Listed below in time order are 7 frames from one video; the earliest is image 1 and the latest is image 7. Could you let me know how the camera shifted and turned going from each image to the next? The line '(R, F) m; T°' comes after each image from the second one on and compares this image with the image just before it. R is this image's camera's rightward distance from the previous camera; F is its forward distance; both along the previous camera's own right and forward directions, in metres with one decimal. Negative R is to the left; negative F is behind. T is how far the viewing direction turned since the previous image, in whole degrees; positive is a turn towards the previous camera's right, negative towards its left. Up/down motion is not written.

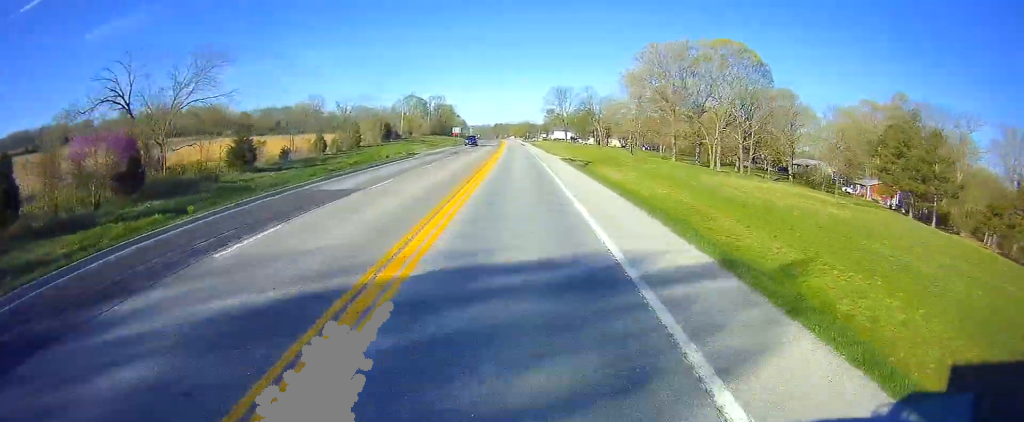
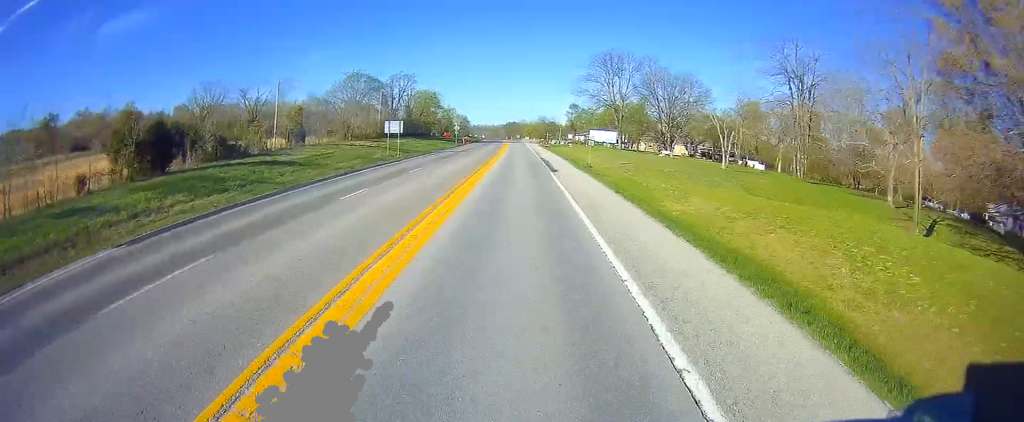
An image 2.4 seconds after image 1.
(-0.6, +75.6) m; -2°
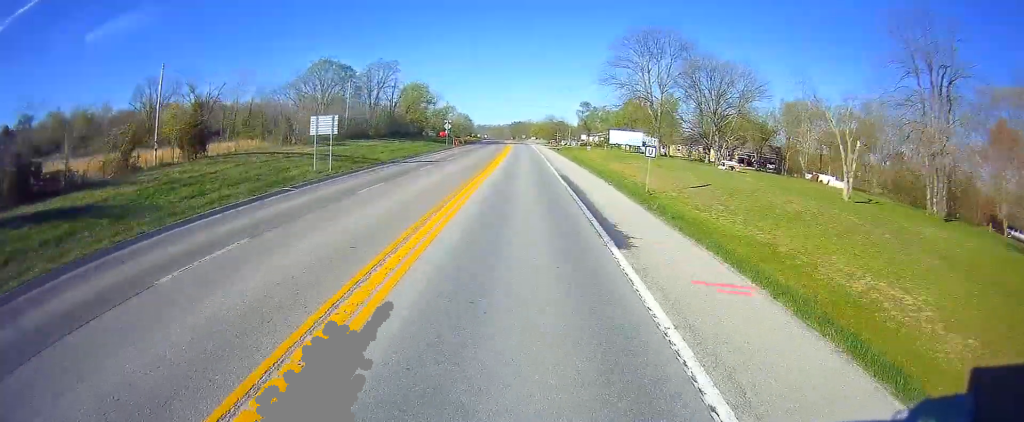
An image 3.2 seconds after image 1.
(0.0, +22.7) m; -1°
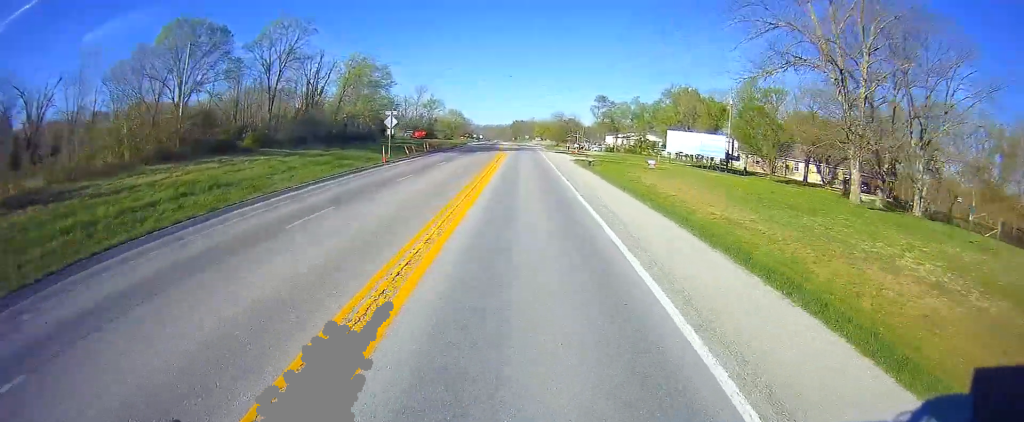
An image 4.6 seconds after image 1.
(-0.3, +43.3) m; -1°
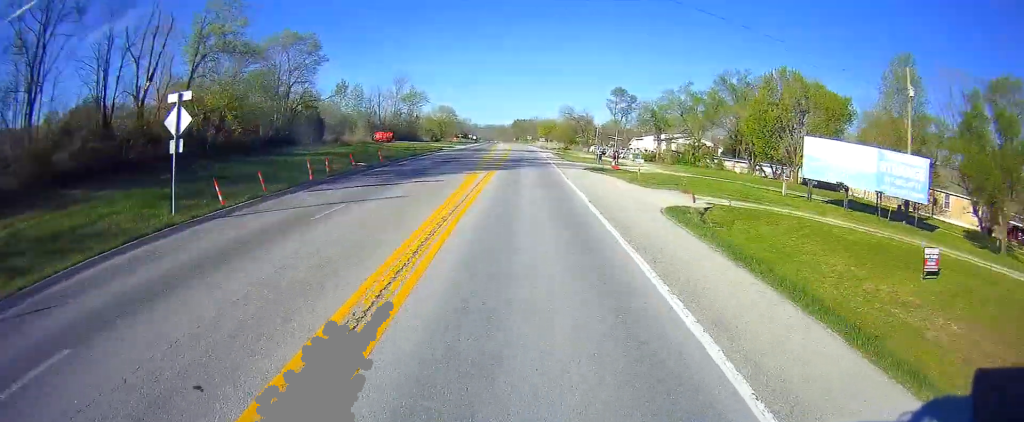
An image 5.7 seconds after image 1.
(-0.3, +35.0) m; 0°
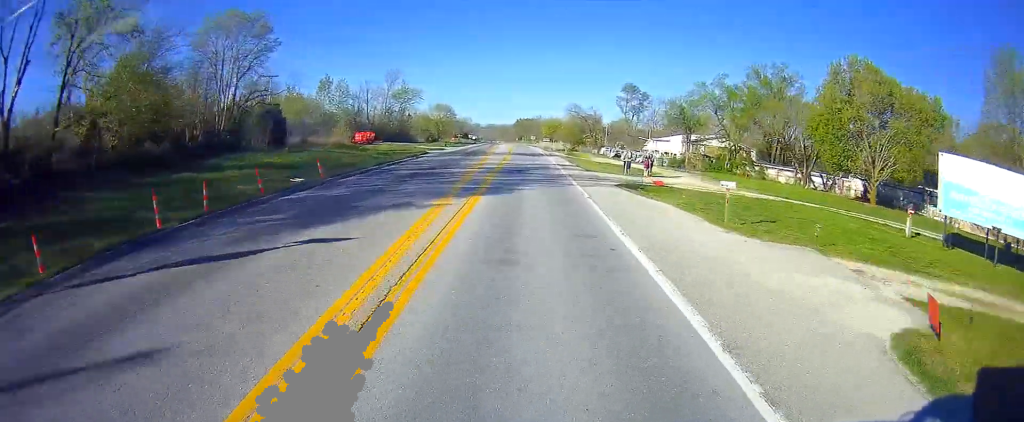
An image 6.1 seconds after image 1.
(-0.1, +13.4) m; 0°
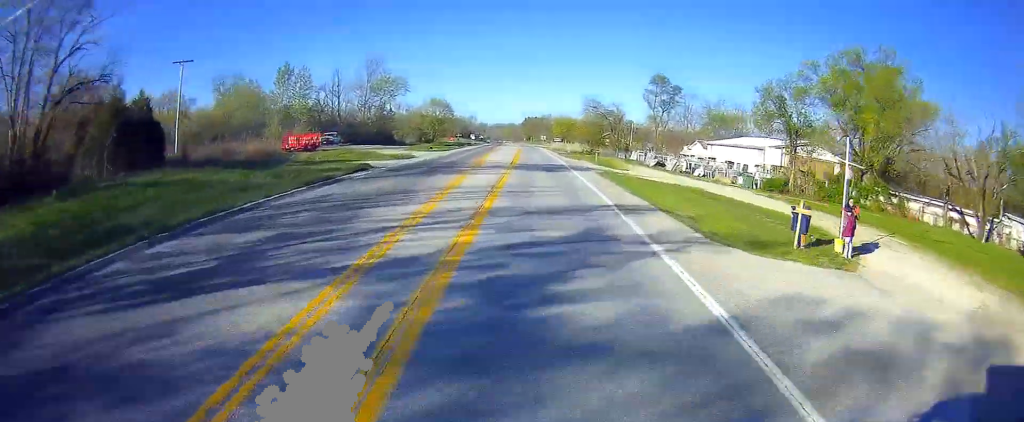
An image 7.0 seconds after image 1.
(+0.3, +25.9) m; +1°
